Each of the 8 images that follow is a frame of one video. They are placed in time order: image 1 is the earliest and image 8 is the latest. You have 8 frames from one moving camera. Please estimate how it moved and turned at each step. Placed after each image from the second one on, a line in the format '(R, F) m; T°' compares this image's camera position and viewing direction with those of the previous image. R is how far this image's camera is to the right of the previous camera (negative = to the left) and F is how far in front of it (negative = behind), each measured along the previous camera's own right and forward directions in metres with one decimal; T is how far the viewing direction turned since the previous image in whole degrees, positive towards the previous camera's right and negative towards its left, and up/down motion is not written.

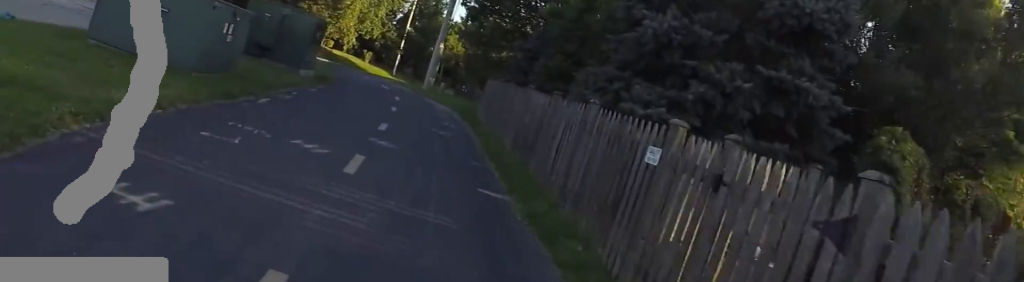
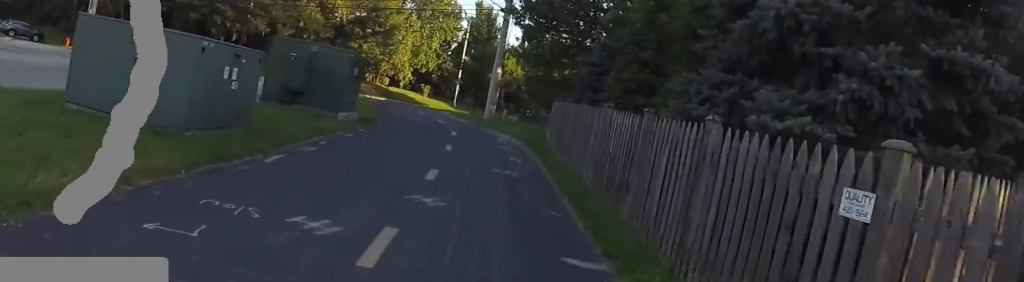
(-0.1, +2.0) m; -7°
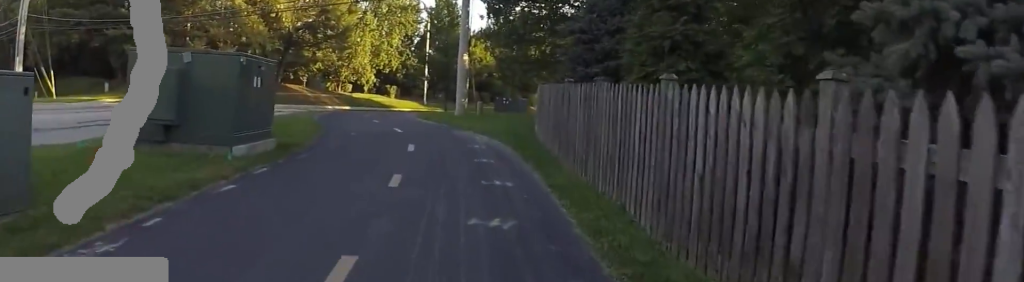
(-0.3, +4.3) m; -11°
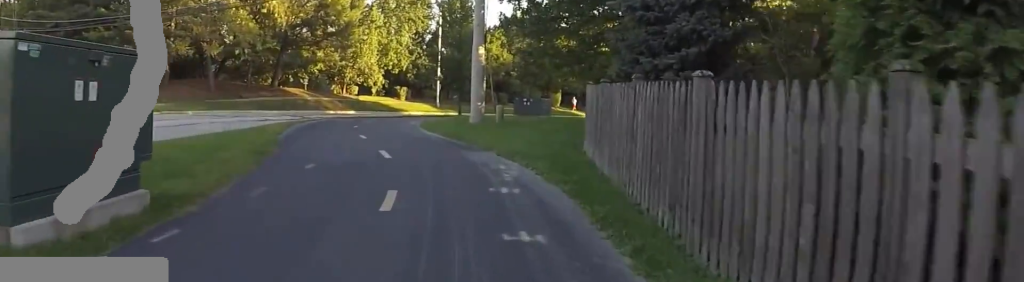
(-0.5, +4.6) m; +4°
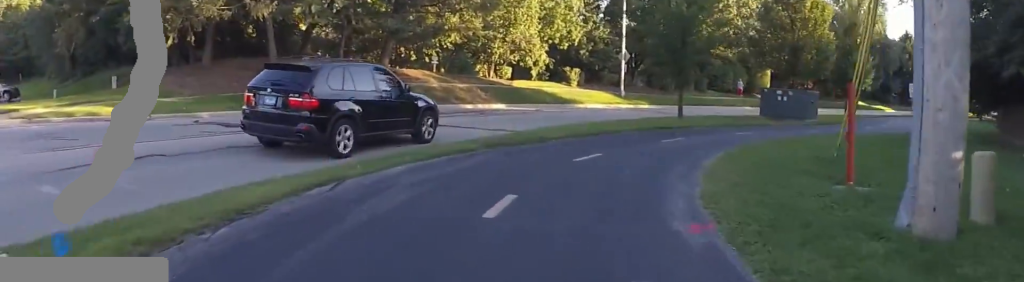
(+0.3, +13.9) m; +4°
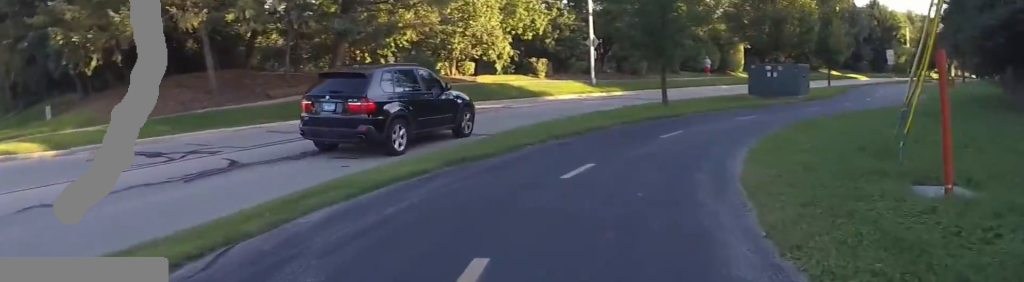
(+0.3, +2.0) m; +6°
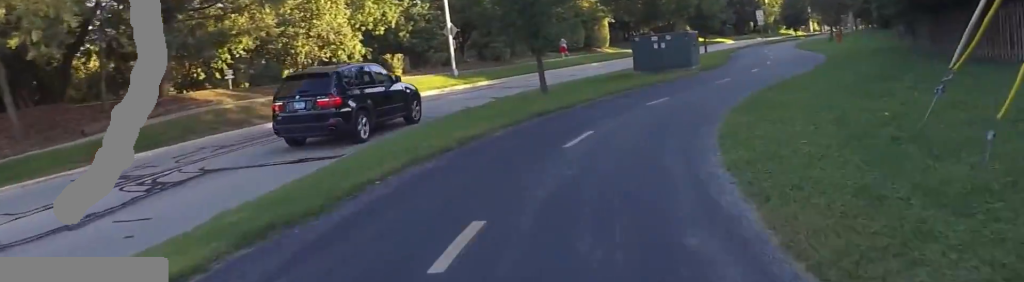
(0.0, +3.0) m; +1°
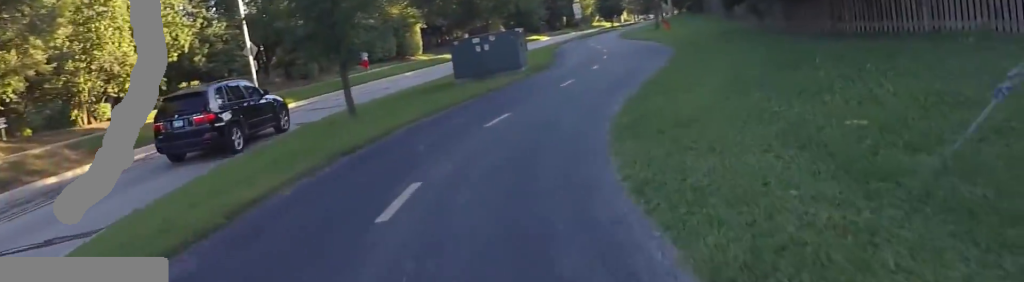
(0.0, +2.5) m; +1°
